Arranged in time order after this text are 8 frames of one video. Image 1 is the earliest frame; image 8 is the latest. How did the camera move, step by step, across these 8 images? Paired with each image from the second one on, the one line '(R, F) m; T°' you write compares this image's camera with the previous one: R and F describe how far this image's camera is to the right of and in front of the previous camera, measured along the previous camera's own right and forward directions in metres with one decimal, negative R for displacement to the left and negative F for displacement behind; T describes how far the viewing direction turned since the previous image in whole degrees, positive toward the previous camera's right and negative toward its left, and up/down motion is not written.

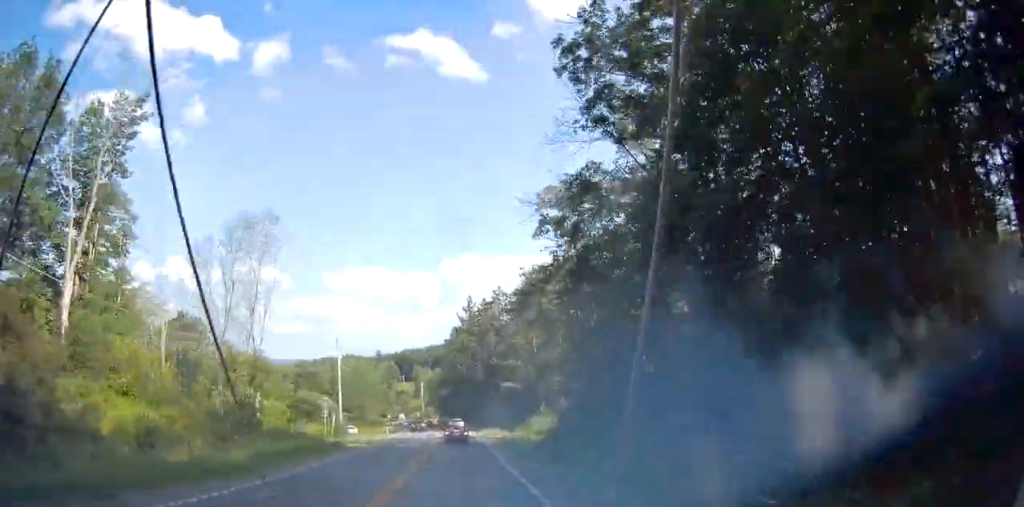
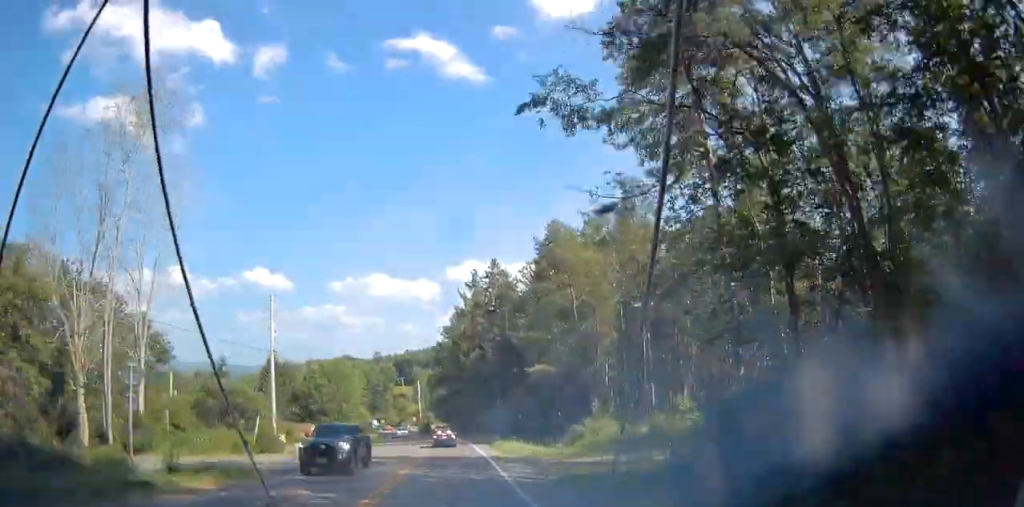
(+0.1, +27.7) m; -1°
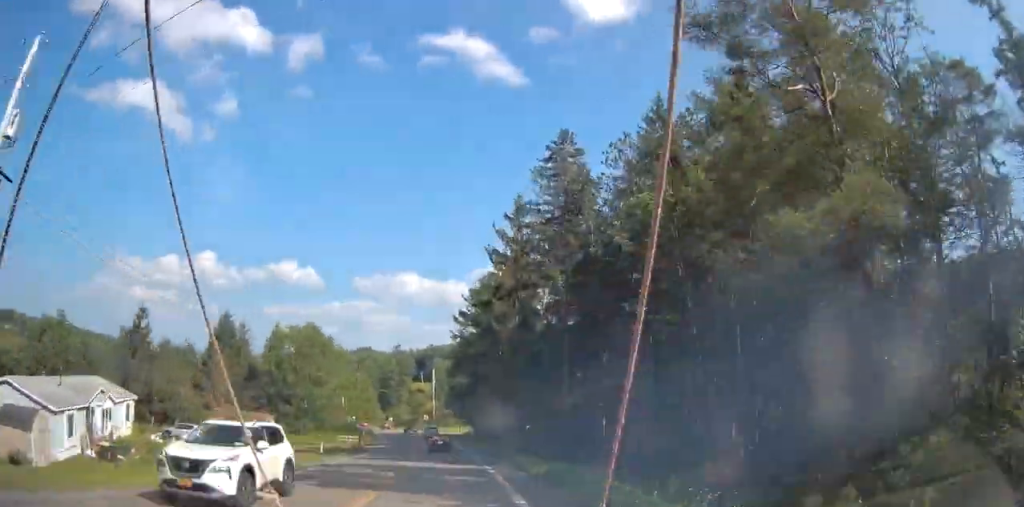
(-0.5, +33.3) m; -2°
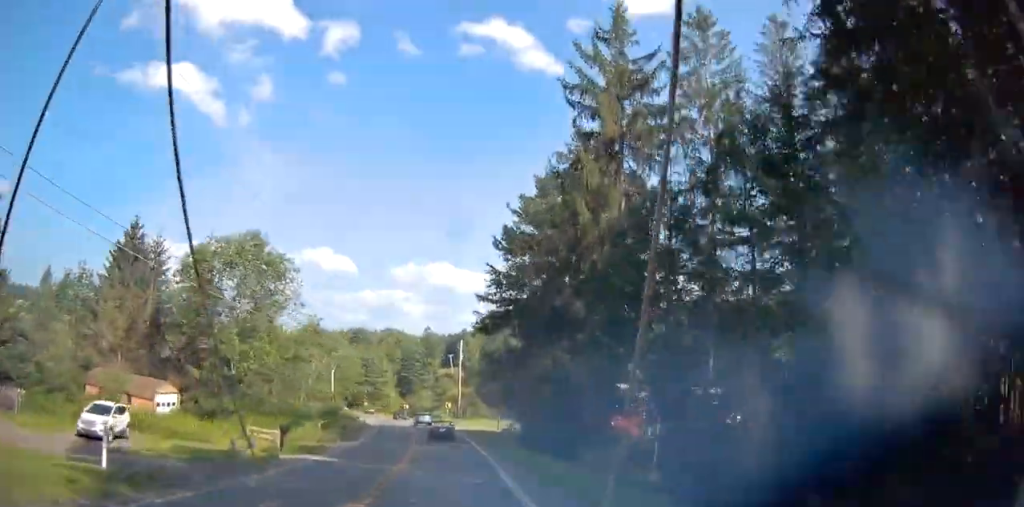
(-0.5, +29.7) m; -3°
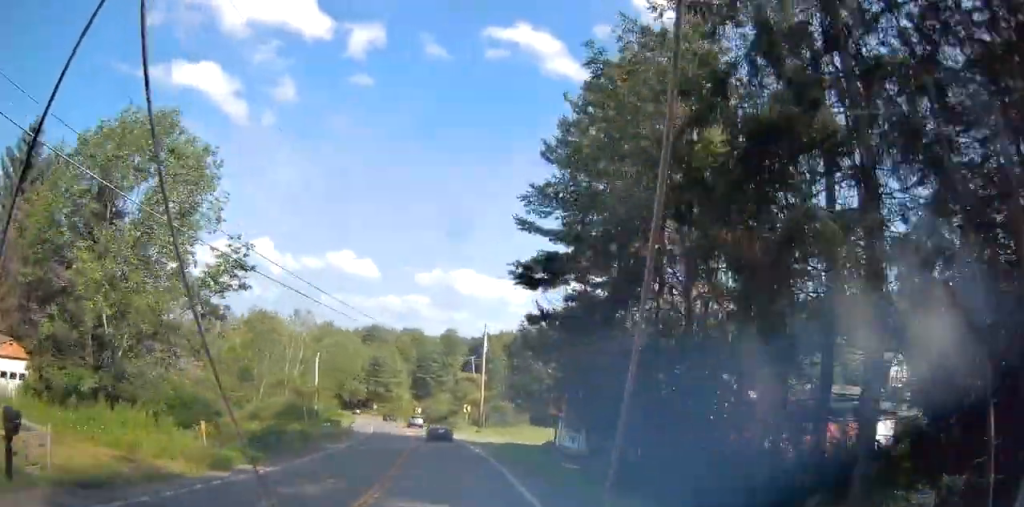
(-0.1, +18.8) m; -2°
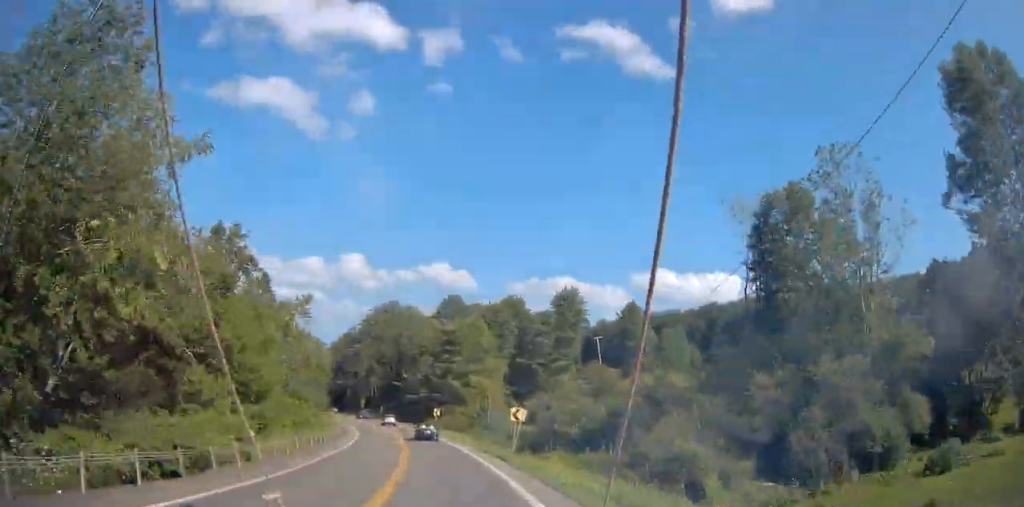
(-5.5, +64.9) m; -10°
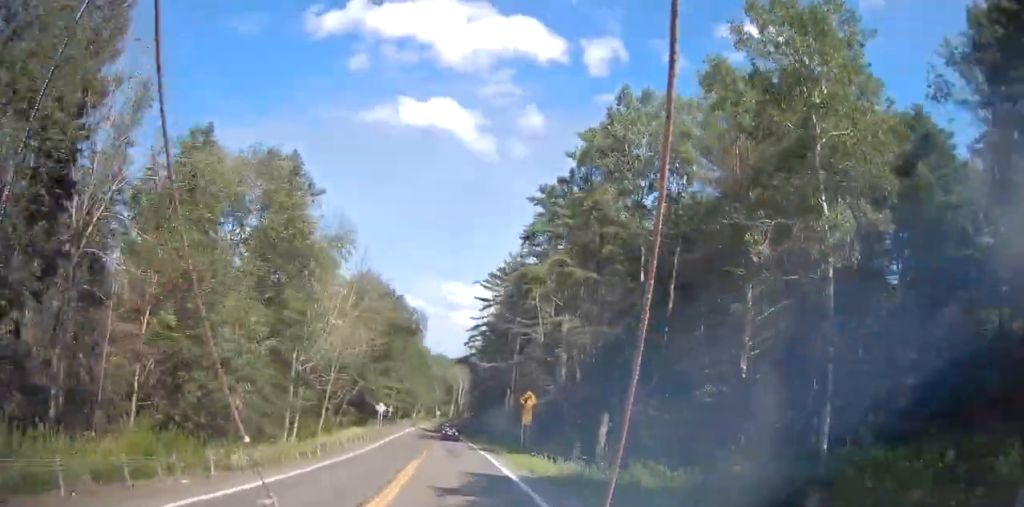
(-15.0, +96.7) m; -17°
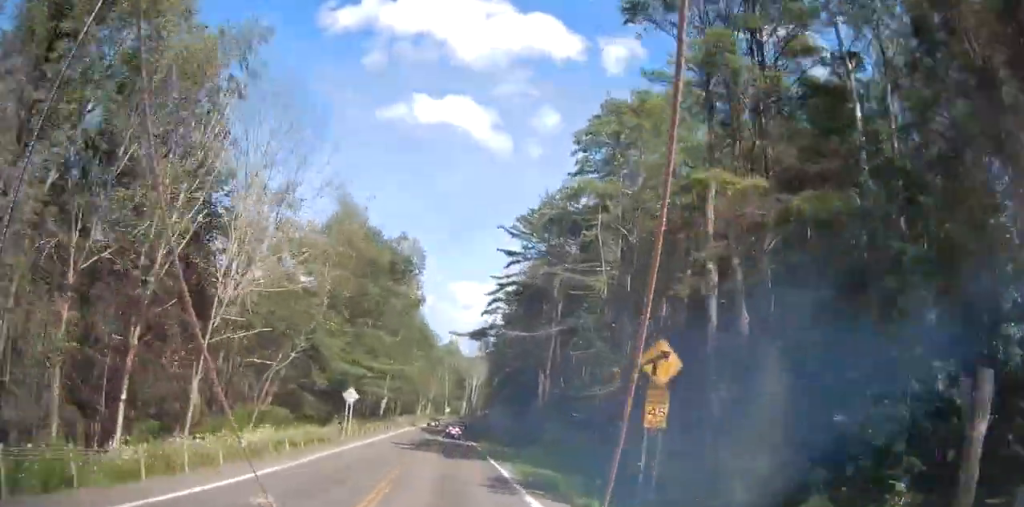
(-0.6, +22.7) m; -2°
